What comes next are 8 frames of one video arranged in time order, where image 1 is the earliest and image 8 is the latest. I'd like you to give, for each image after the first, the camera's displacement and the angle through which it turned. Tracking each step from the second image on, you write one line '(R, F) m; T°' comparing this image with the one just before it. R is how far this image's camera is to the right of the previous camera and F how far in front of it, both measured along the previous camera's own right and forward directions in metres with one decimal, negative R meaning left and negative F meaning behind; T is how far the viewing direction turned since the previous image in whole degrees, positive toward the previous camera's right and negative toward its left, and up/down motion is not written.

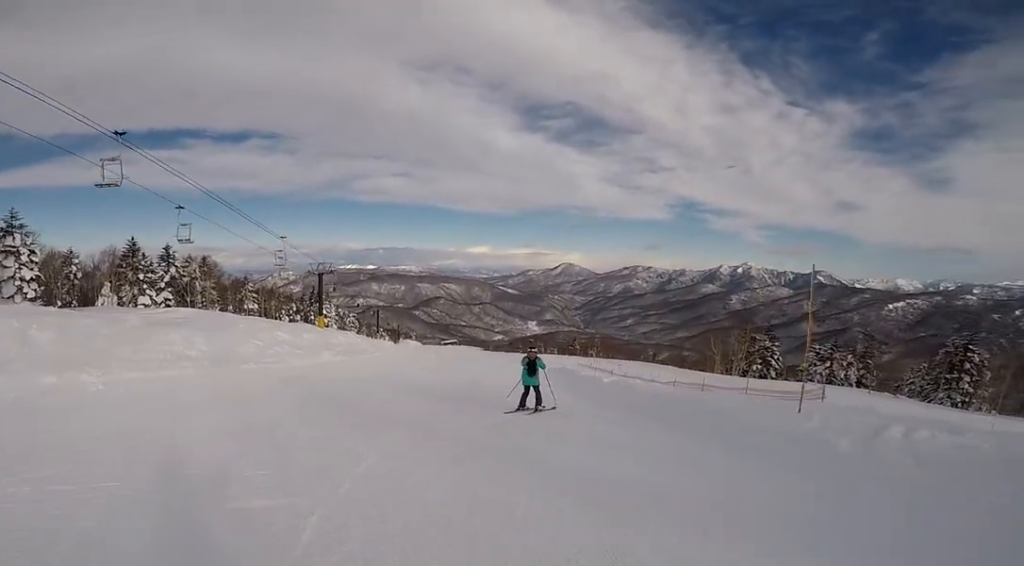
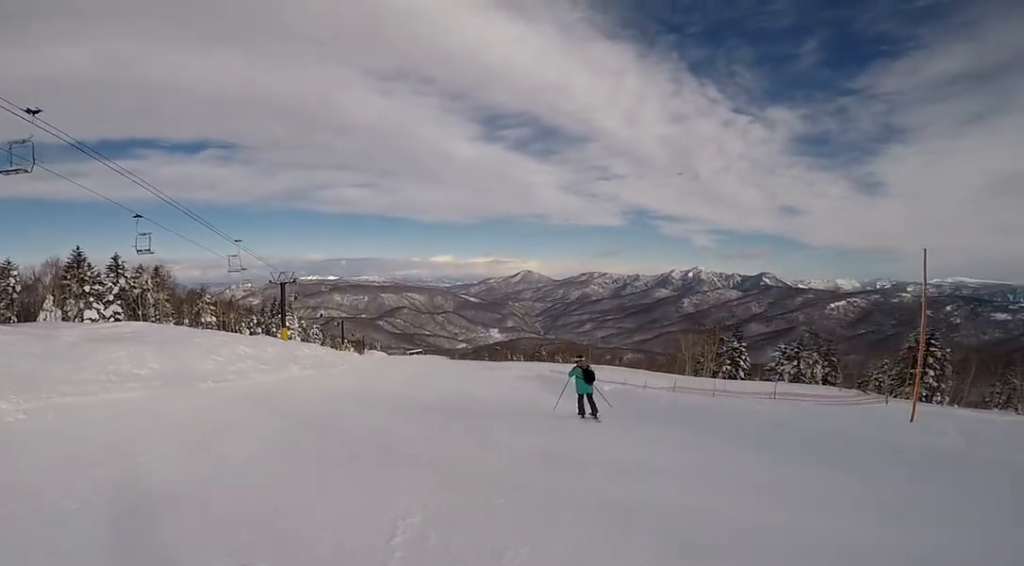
(-0.4, +2.3) m; +7°
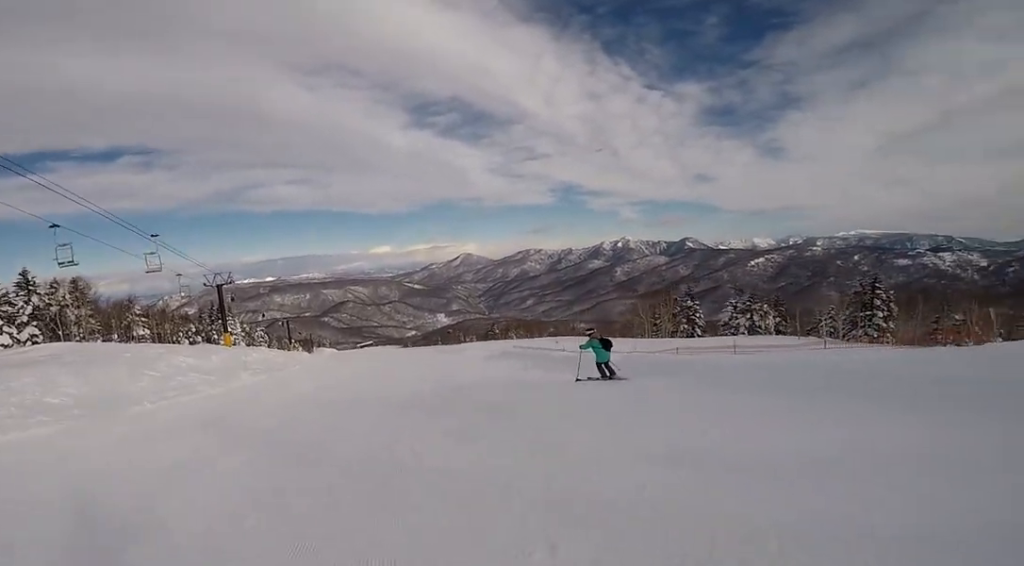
(+0.5, +2.8) m; +12°
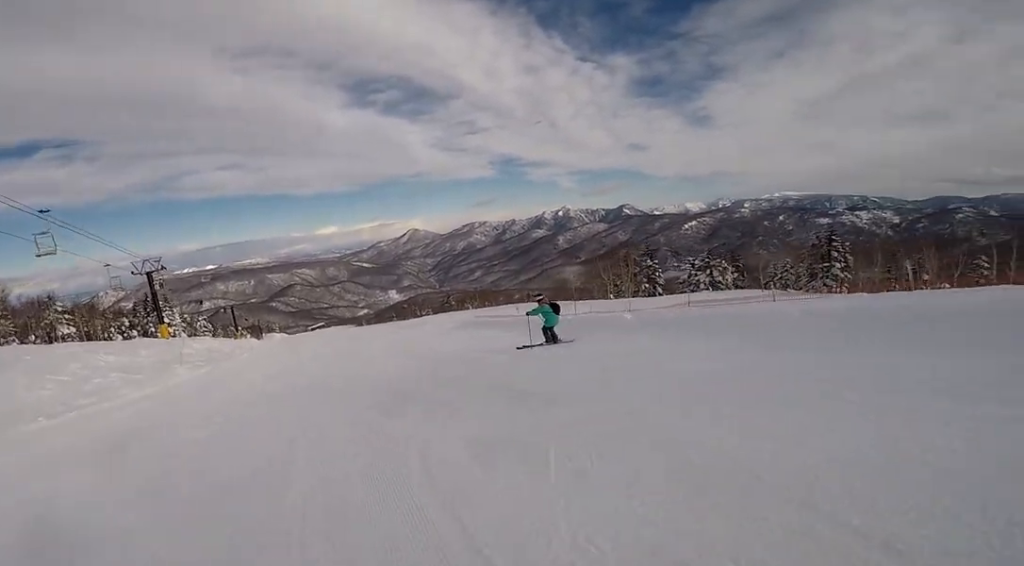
(+0.6, +3.4) m; +15°
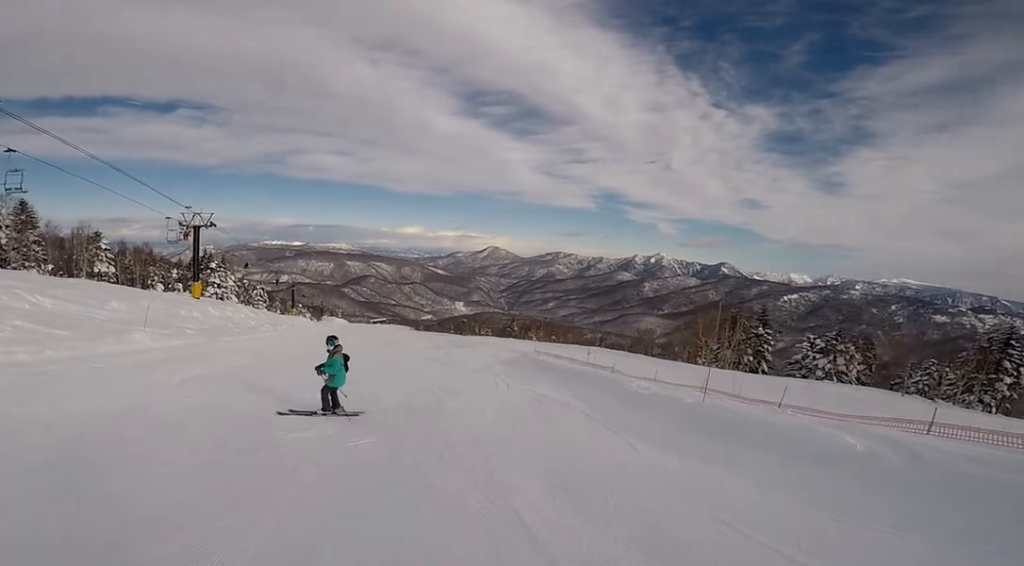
(-0.6, +7.3) m; -25°
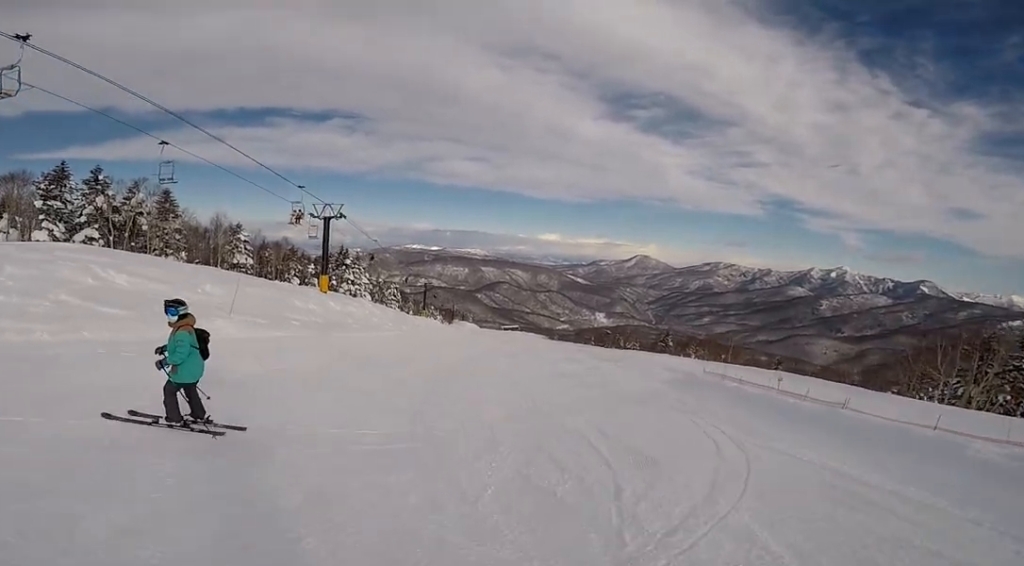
(-1.3, +4.8) m; -17°
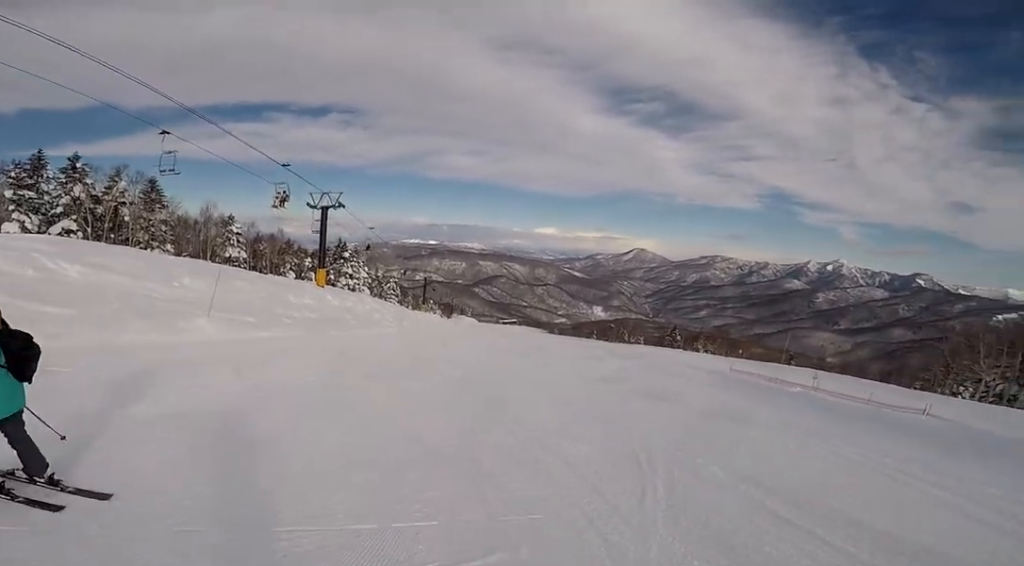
(-0.6, +2.9) m; +2°
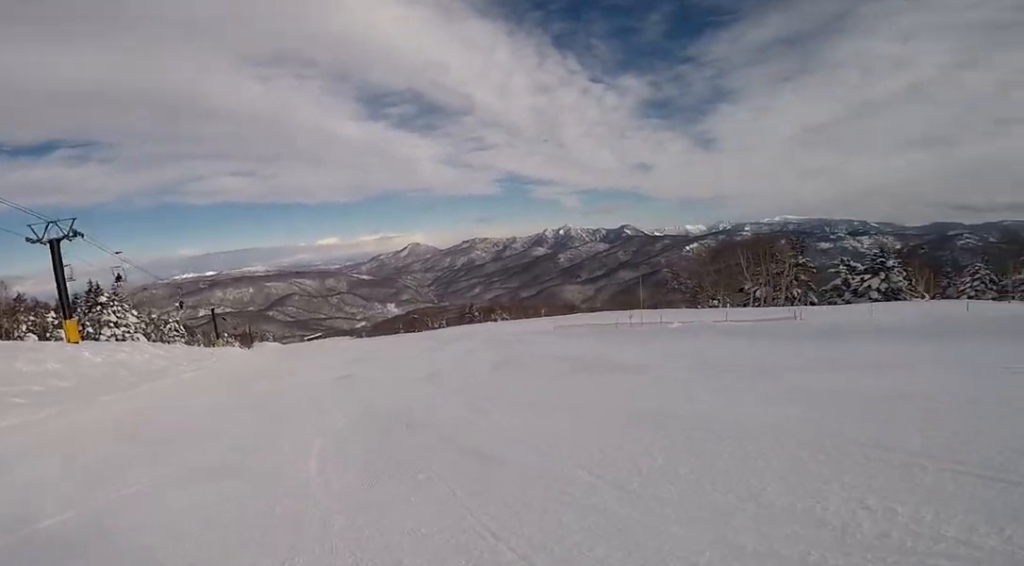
(+1.3, +4.8) m; +32°
